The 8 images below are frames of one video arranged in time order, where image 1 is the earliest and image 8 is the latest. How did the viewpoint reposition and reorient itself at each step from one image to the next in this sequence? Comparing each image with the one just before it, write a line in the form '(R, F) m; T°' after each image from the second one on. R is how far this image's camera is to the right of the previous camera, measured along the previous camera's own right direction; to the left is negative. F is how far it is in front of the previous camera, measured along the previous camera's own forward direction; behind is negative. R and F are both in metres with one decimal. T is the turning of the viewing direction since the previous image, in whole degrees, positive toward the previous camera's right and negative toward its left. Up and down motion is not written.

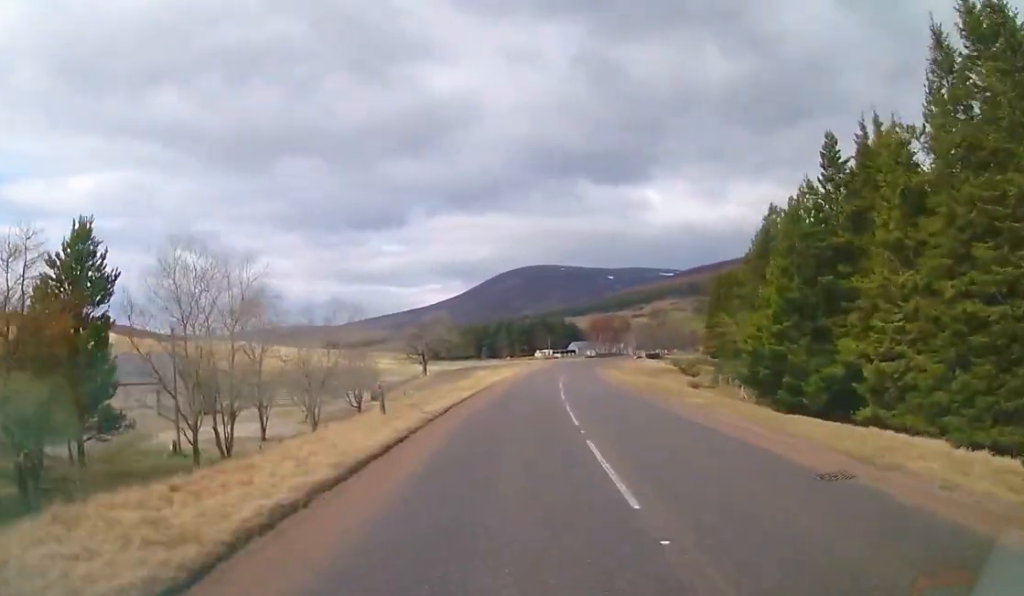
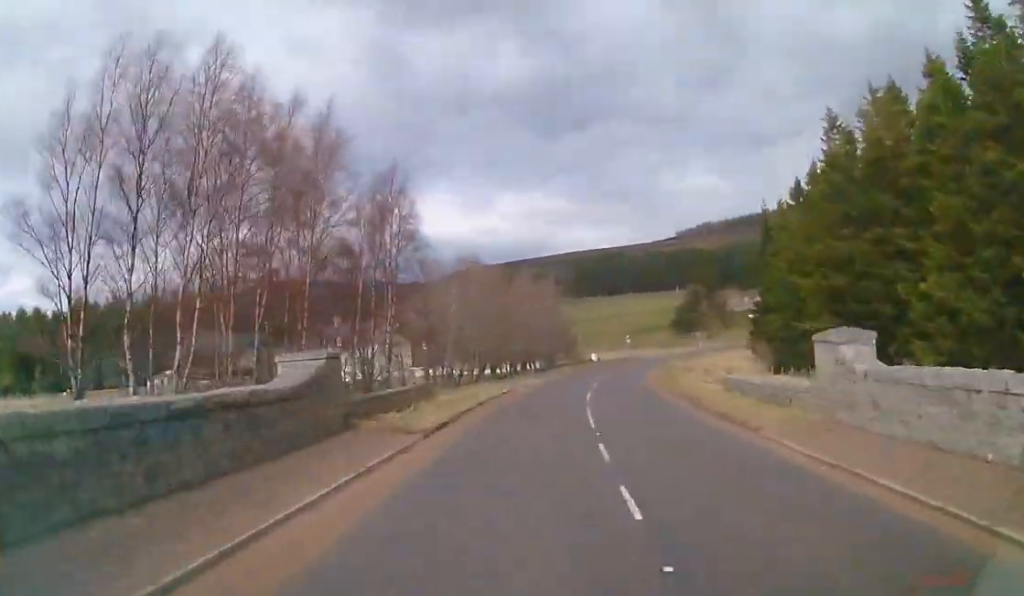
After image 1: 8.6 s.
(+23.8, +141.7) m; +23°
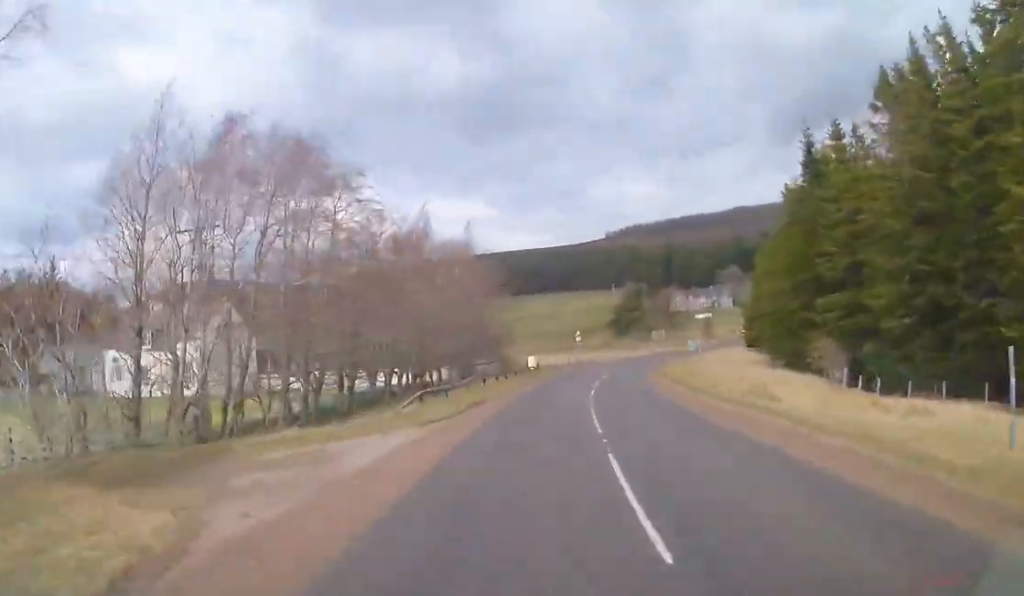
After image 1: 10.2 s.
(+0.9, +29.3) m; +6°
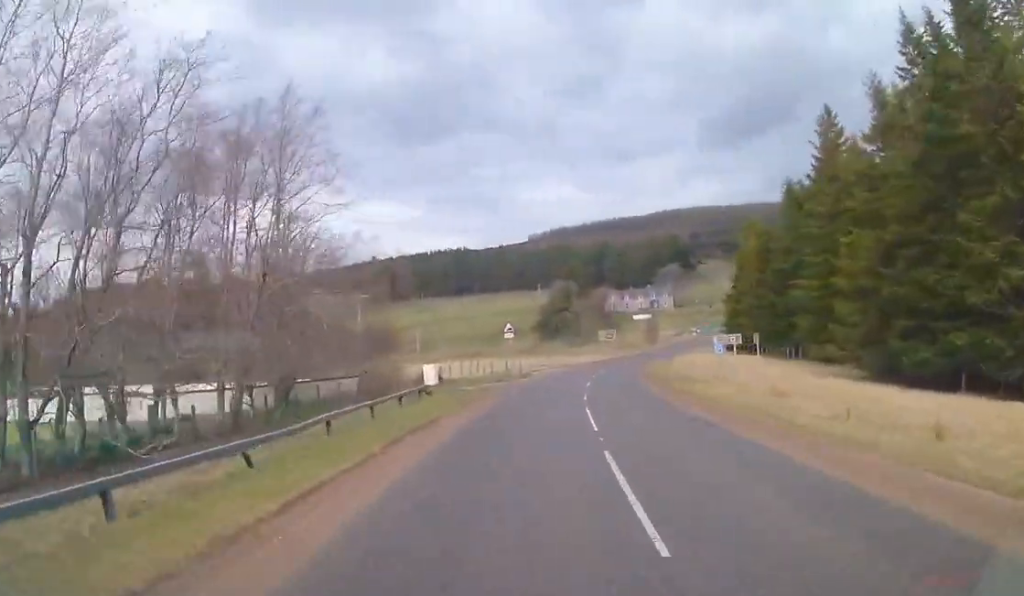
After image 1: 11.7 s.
(+1.8, +27.4) m; +6°
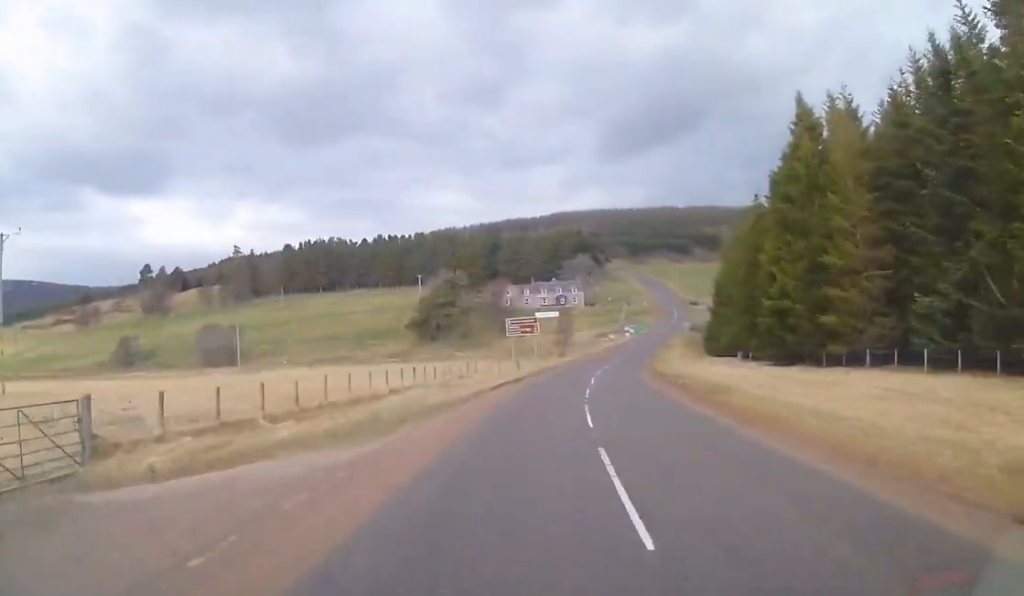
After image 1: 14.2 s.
(+3.4, +45.5) m; +10°
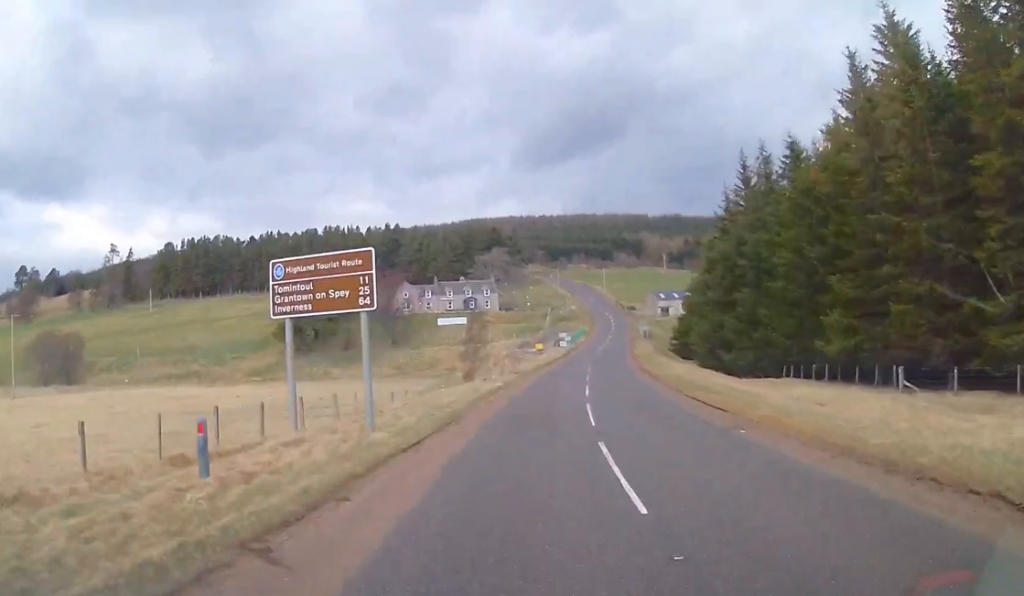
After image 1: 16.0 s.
(+2.8, +34.9) m; +7°
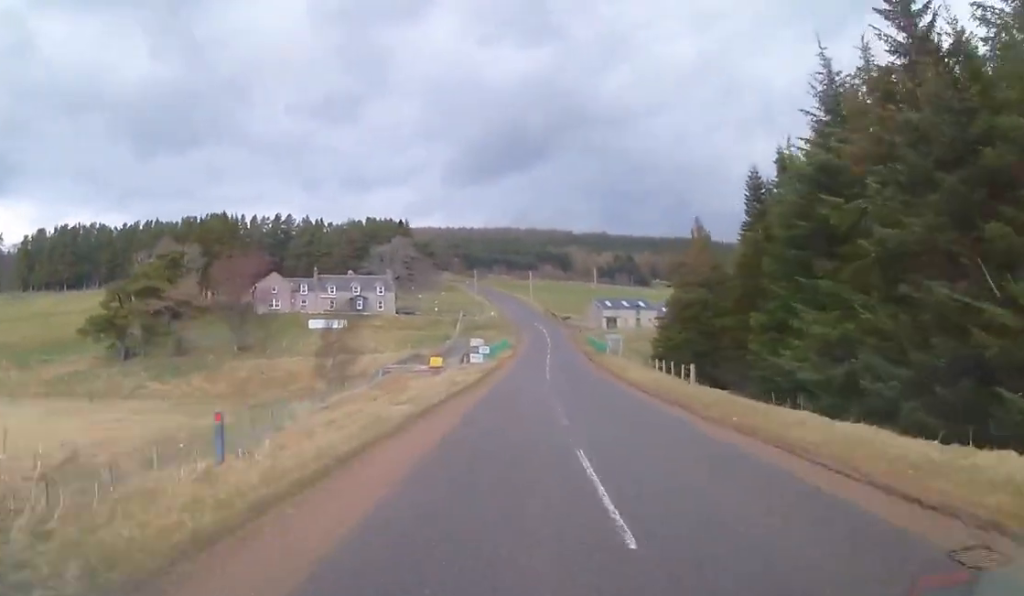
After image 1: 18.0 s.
(+2.6, +37.1) m; +5°
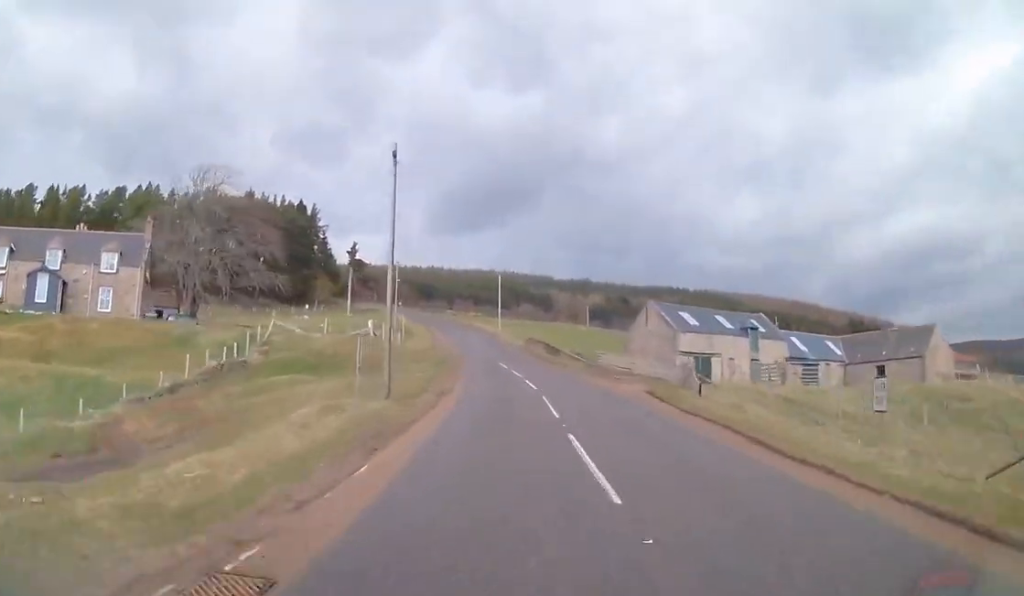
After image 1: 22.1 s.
(+3.9, +74.4) m; 0°
